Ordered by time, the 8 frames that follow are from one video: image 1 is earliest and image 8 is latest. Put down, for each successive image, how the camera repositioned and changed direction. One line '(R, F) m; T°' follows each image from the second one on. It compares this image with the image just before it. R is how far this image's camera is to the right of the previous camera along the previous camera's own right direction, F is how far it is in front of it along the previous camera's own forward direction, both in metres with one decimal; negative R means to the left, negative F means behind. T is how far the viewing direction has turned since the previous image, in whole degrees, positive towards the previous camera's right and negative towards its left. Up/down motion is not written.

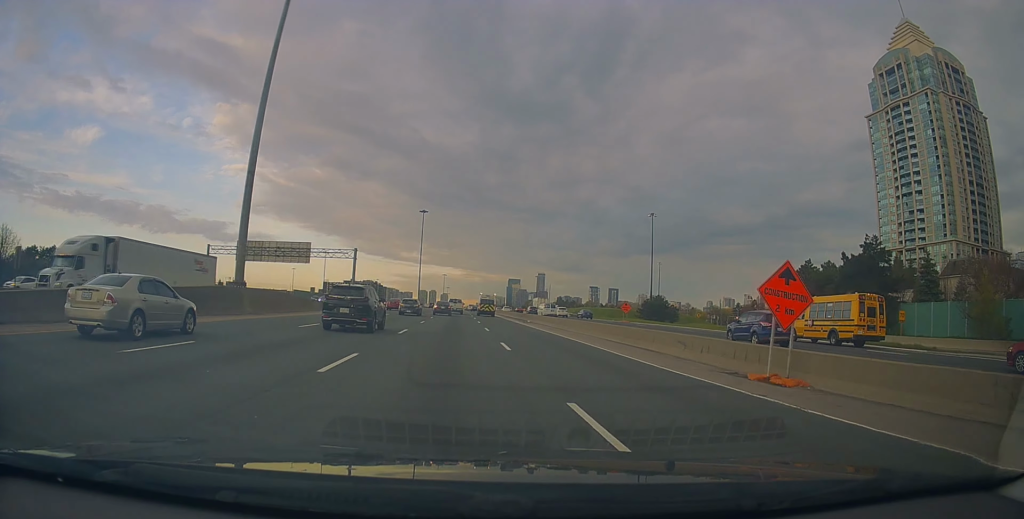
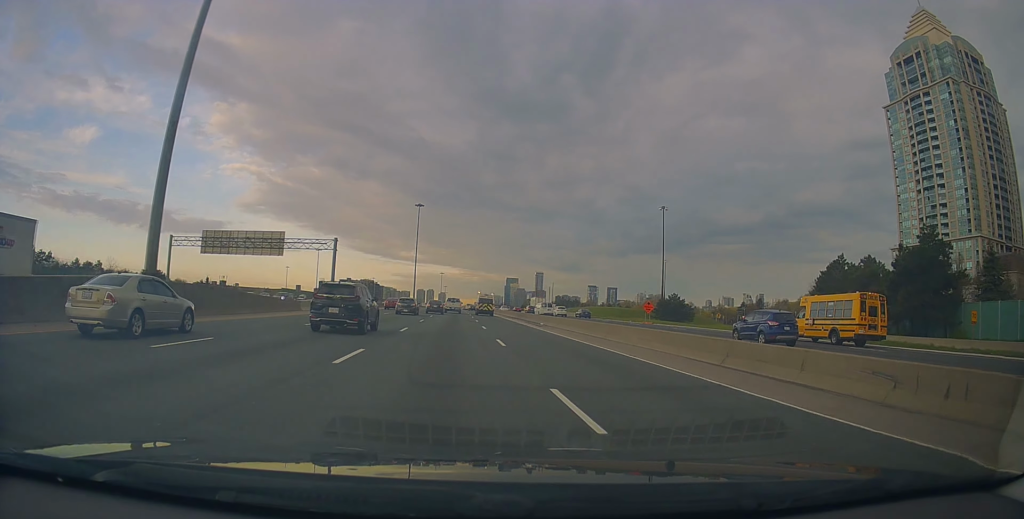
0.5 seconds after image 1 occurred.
(+0.1, +11.0) m; +1°
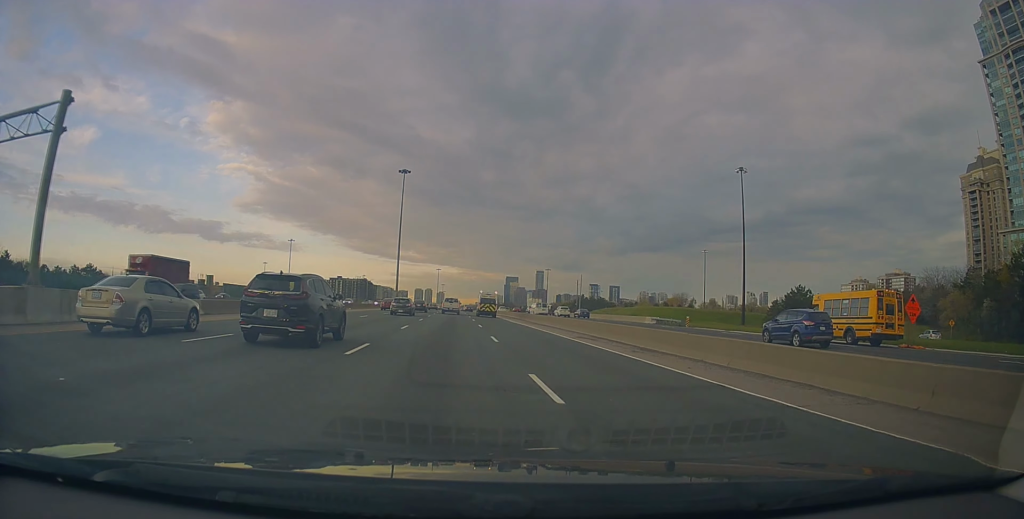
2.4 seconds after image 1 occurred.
(+1.2, +44.6) m; +2°
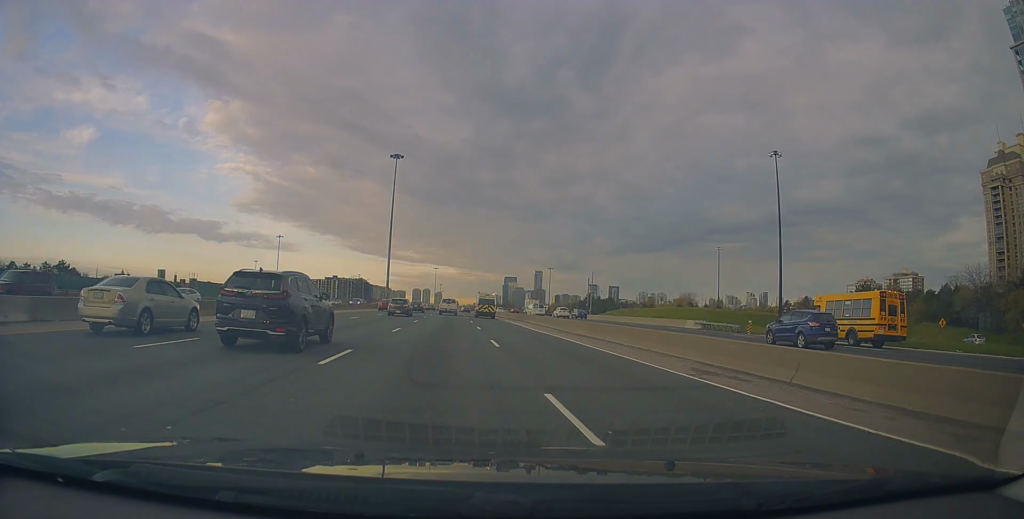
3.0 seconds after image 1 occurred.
(+0.4, +13.8) m; -1°
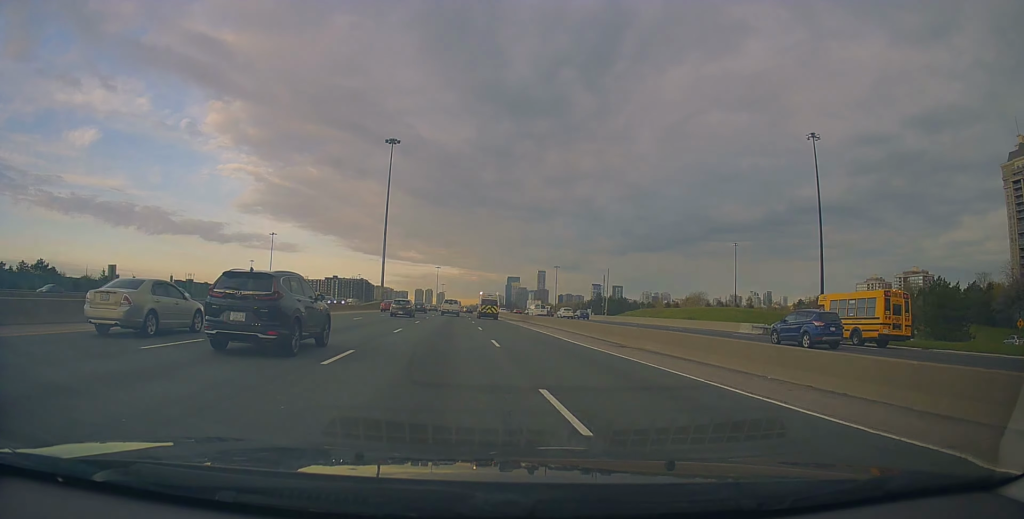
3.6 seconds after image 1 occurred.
(-0.2, +12.0) m; -1°
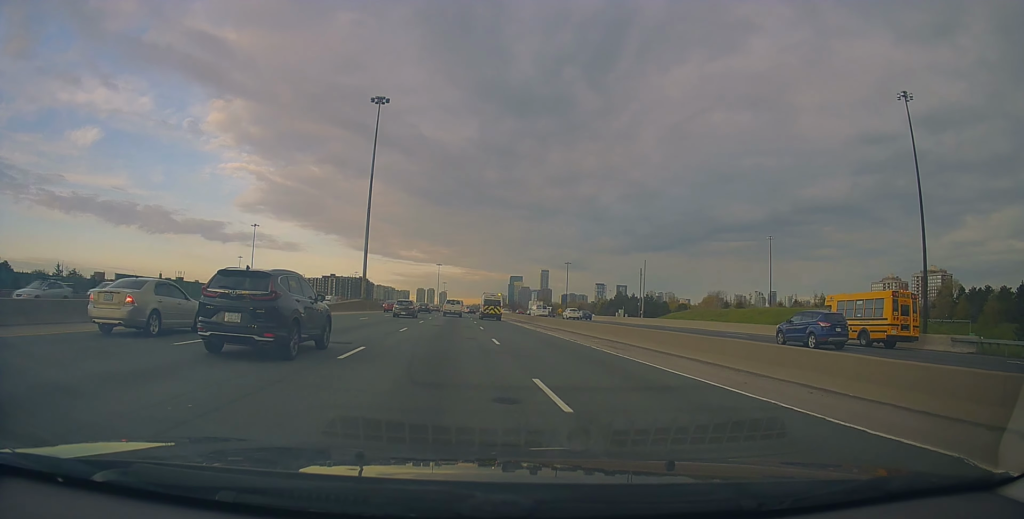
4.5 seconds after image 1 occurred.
(-0.7, +22.6) m; -1°
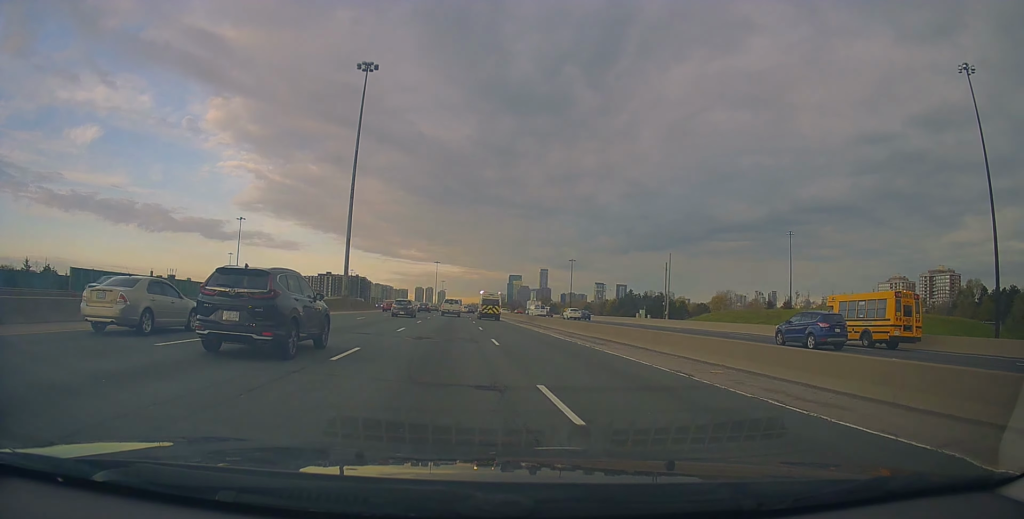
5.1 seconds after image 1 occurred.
(+0.2, +12.5) m; +1°
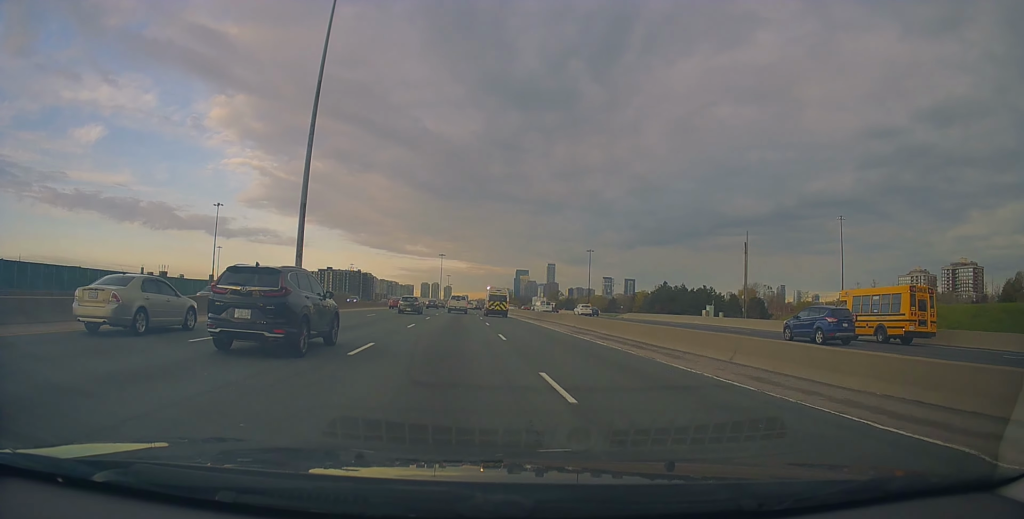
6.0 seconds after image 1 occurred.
(+0.3, +22.8) m; +1°
